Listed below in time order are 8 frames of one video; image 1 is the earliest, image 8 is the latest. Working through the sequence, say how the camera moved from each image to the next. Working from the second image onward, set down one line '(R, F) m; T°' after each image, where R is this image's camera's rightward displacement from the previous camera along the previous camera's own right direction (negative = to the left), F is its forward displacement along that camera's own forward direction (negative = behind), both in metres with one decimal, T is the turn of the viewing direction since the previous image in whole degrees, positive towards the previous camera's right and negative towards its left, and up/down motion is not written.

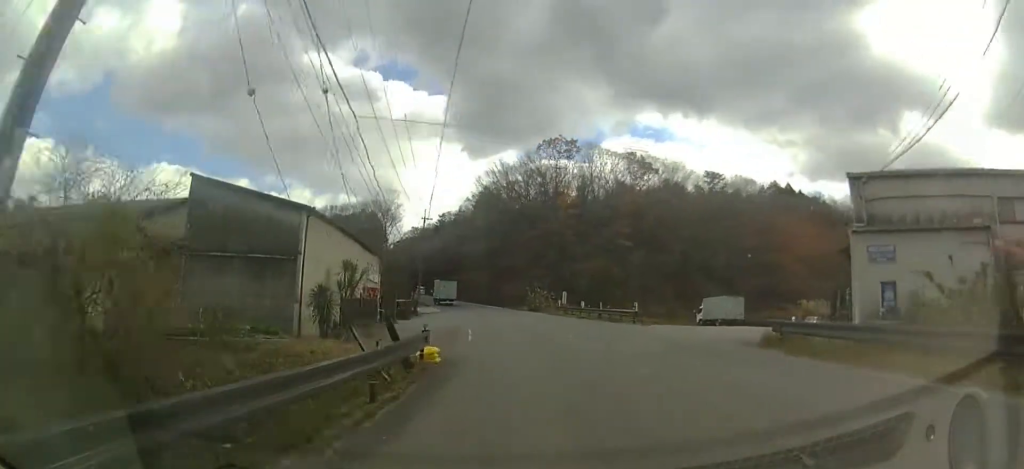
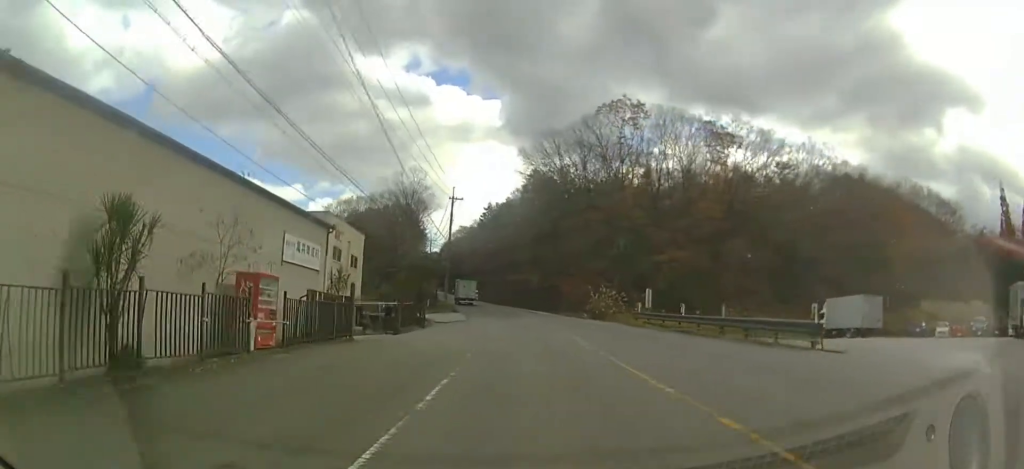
(-0.4, +15.8) m; -3°
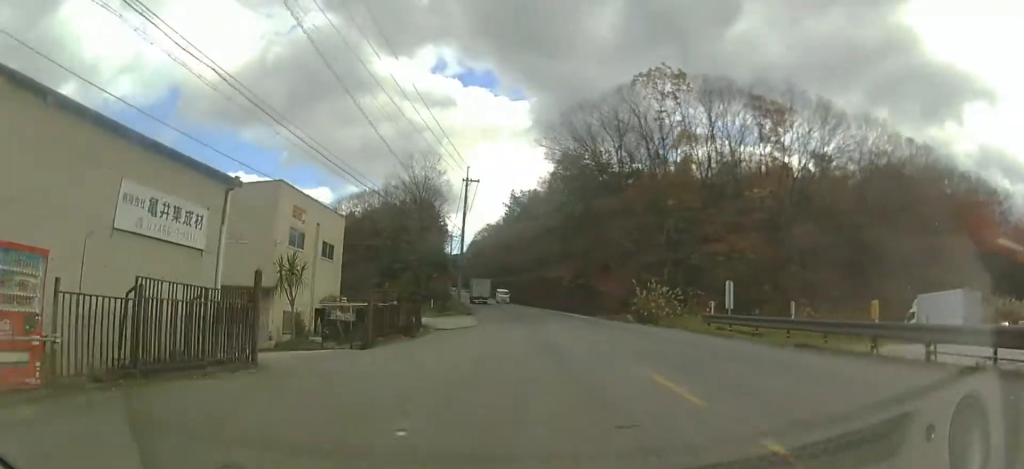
(0.0, +8.3) m; -2°
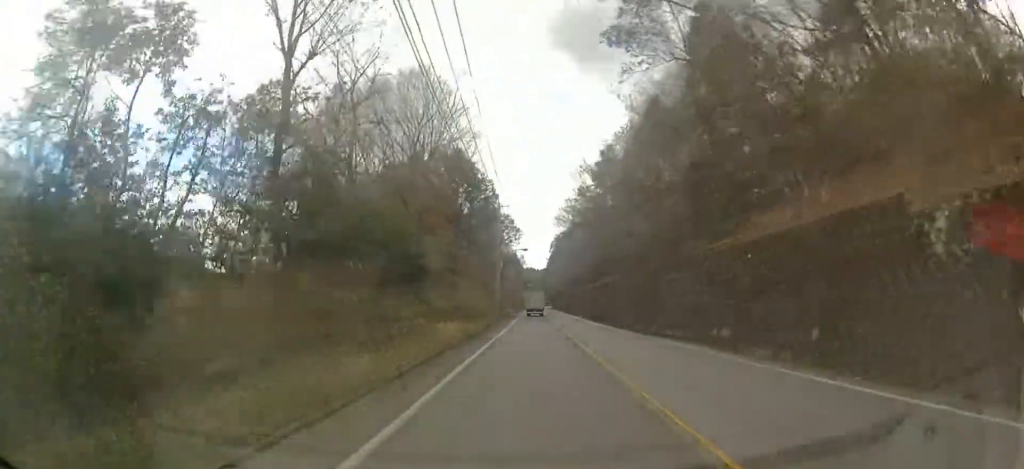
(-6.2, +42.3) m; -14°
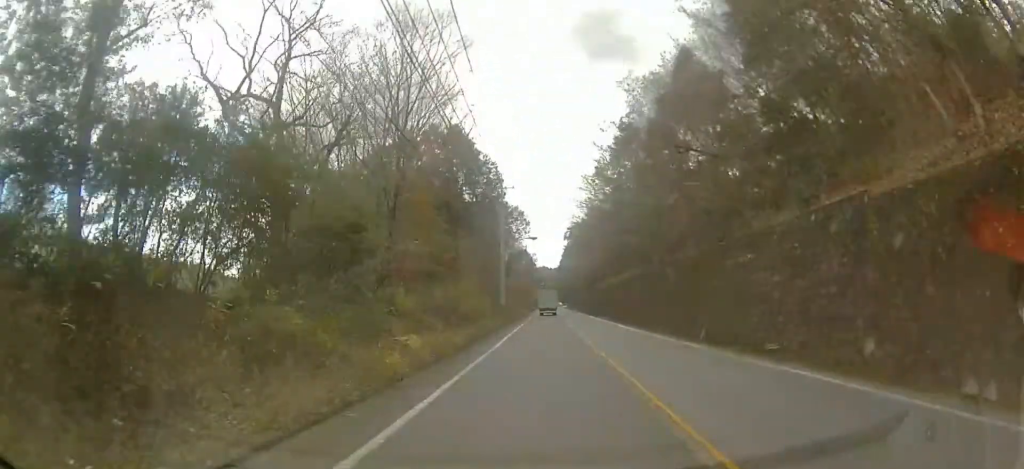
(-0.1, +7.9) m; -2°
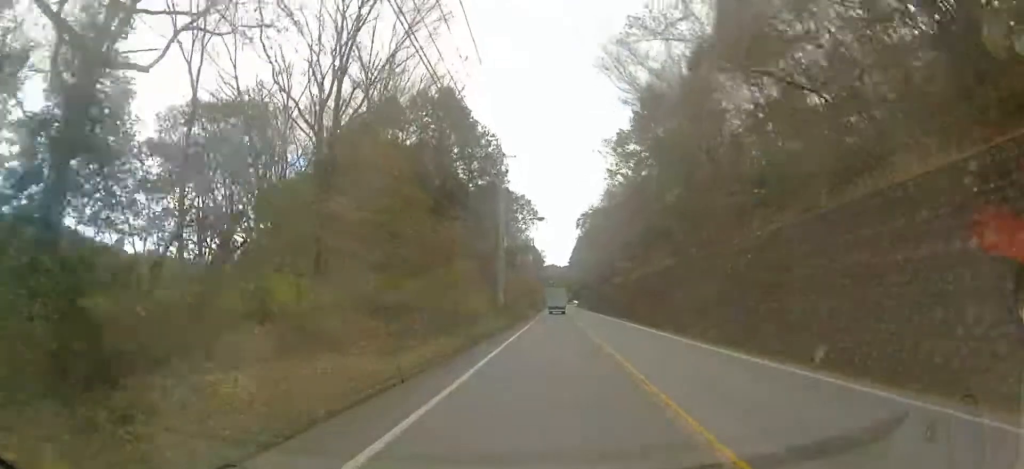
(-0.2, +9.0) m; -2°
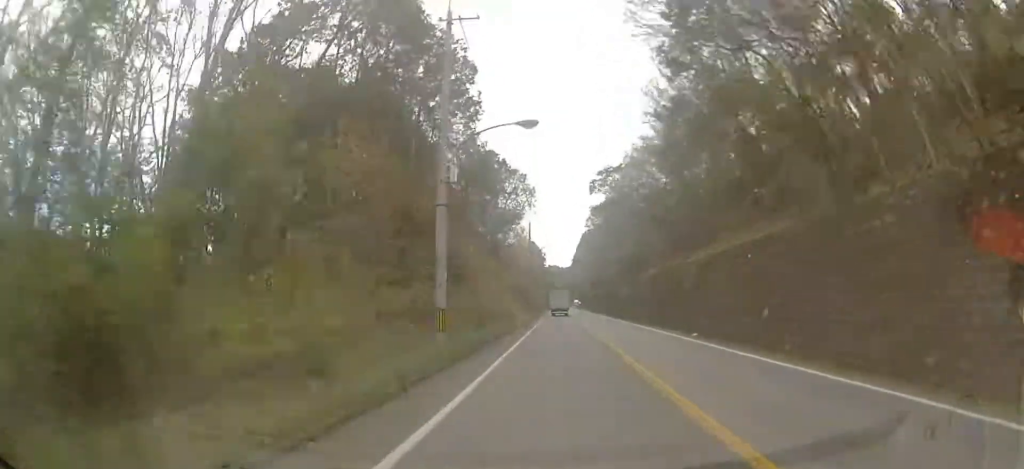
(-0.4, +17.9) m; -3°
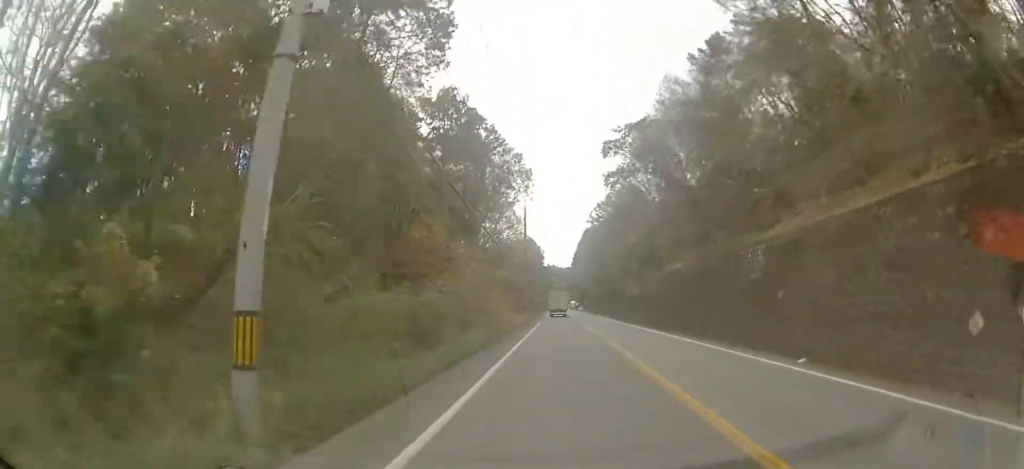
(-0.1, +10.0) m; -1°
